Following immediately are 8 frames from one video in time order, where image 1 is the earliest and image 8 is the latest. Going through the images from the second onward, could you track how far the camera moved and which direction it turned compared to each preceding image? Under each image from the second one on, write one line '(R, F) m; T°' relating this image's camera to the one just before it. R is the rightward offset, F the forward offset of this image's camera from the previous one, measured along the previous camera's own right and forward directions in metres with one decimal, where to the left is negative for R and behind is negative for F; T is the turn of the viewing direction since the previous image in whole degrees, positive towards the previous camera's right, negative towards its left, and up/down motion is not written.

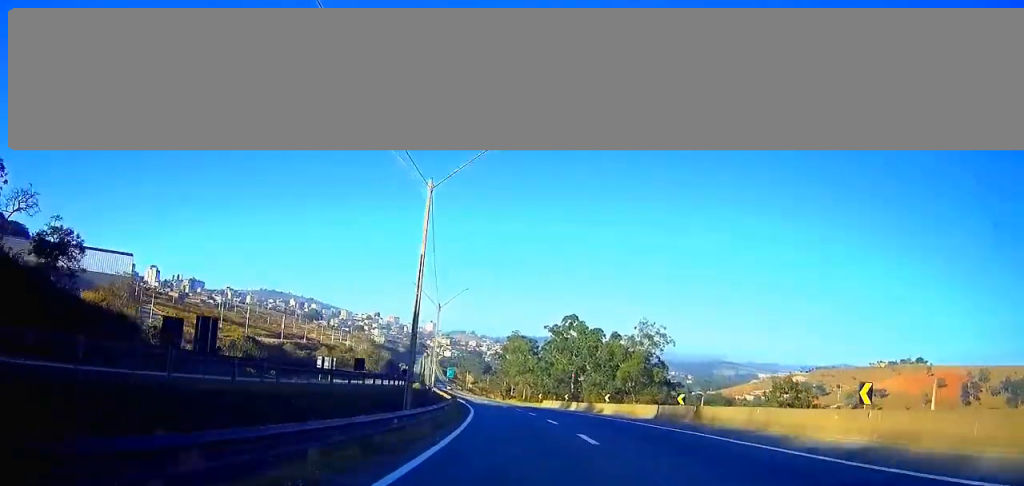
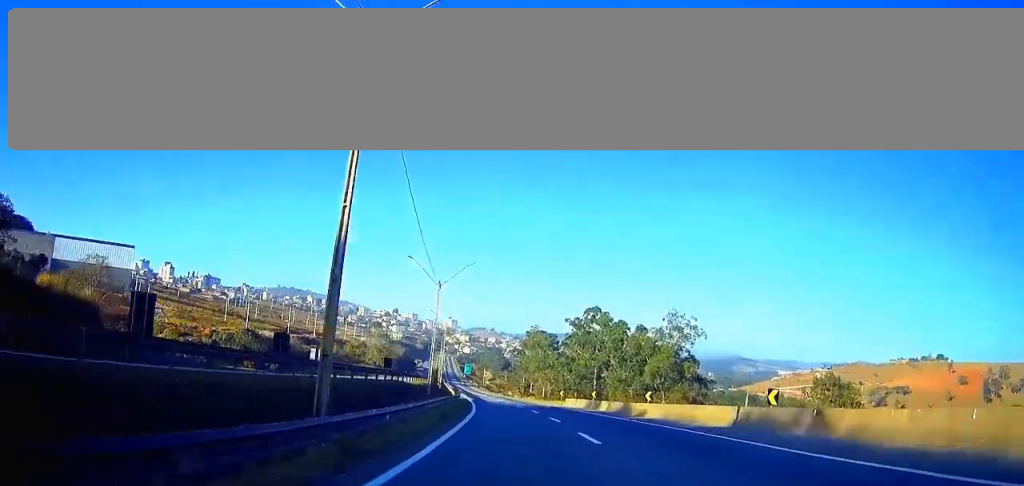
(-0.1, +12.3) m; -1°
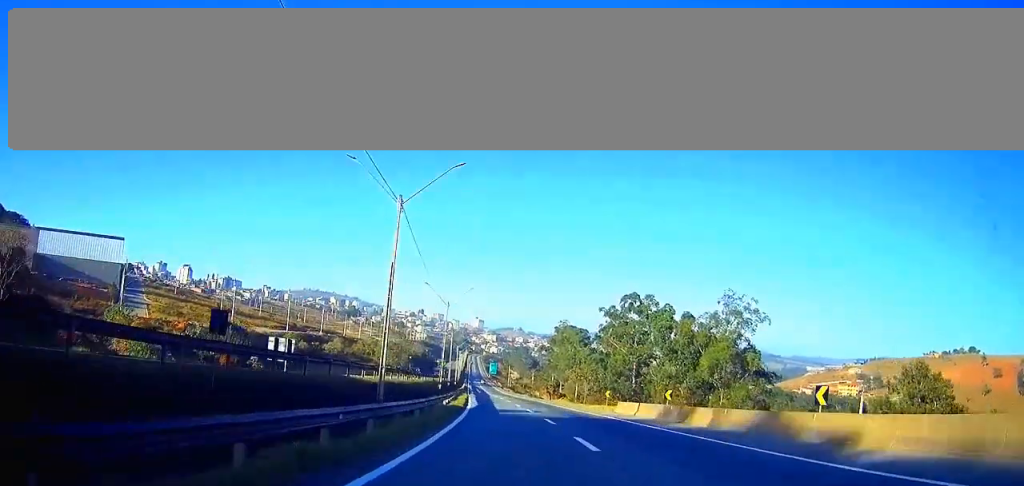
(-0.6, +25.0) m; -2°
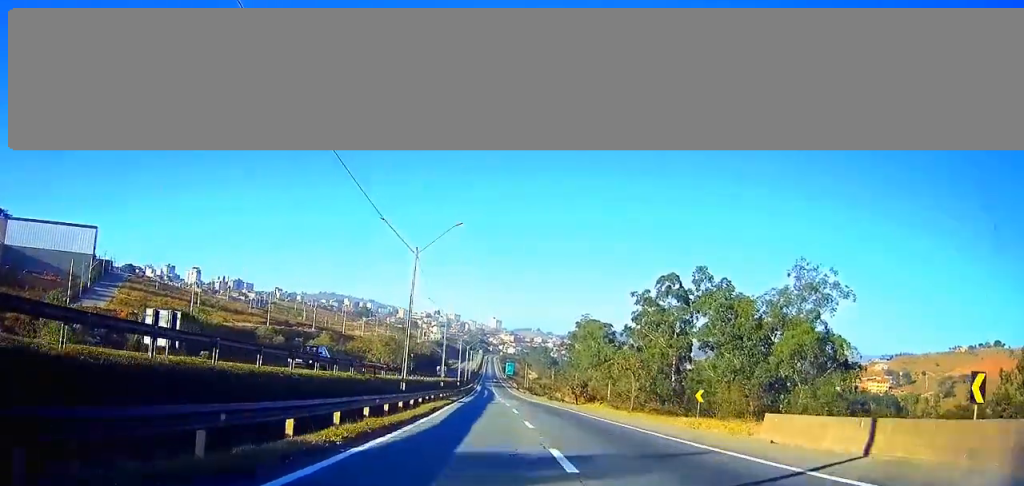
(-0.3, +28.4) m; -2°
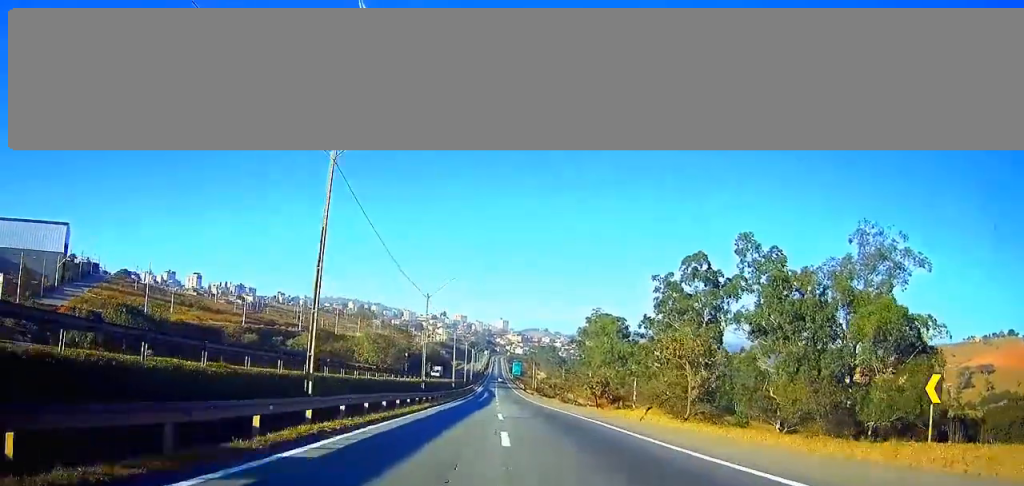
(-0.2, +19.6) m; -1°
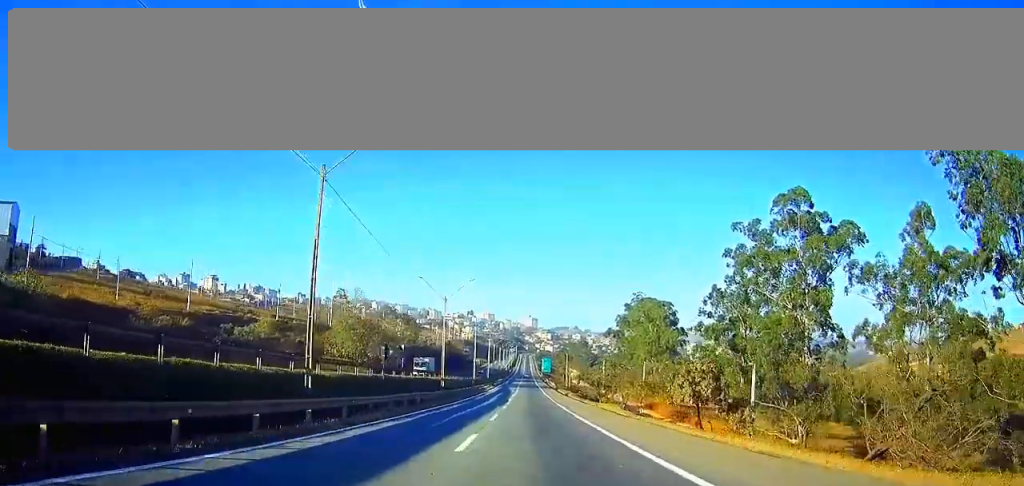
(-0.7, +38.9) m; -2°
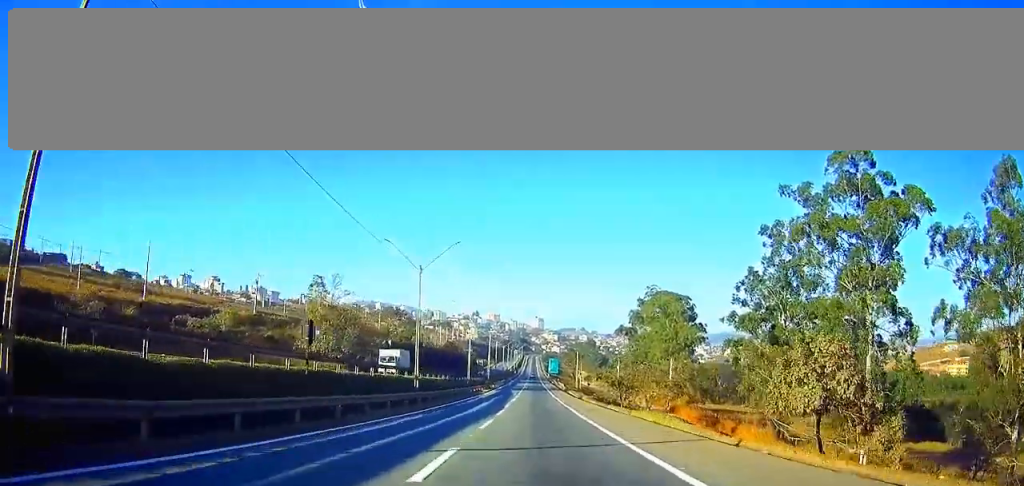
(-0.1, +17.3) m; 0°
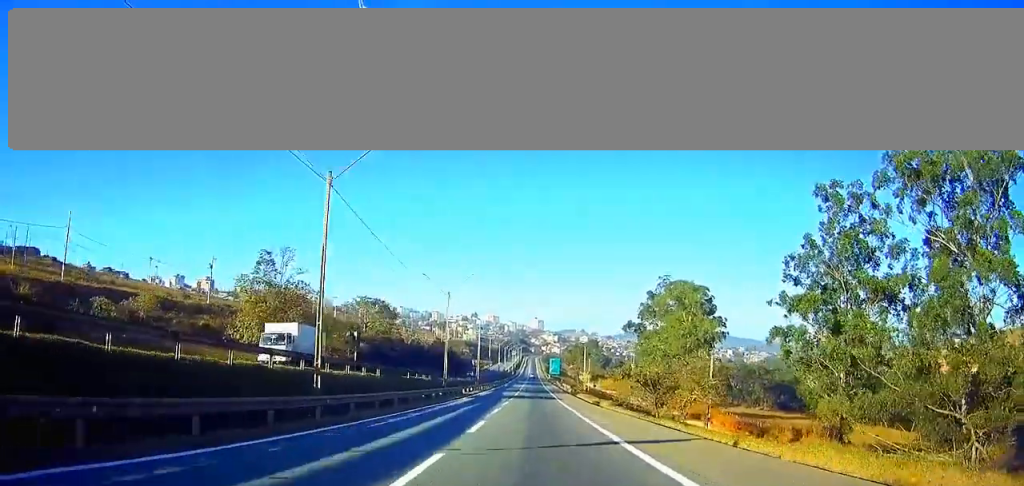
(-0.1, +22.2) m; 0°
